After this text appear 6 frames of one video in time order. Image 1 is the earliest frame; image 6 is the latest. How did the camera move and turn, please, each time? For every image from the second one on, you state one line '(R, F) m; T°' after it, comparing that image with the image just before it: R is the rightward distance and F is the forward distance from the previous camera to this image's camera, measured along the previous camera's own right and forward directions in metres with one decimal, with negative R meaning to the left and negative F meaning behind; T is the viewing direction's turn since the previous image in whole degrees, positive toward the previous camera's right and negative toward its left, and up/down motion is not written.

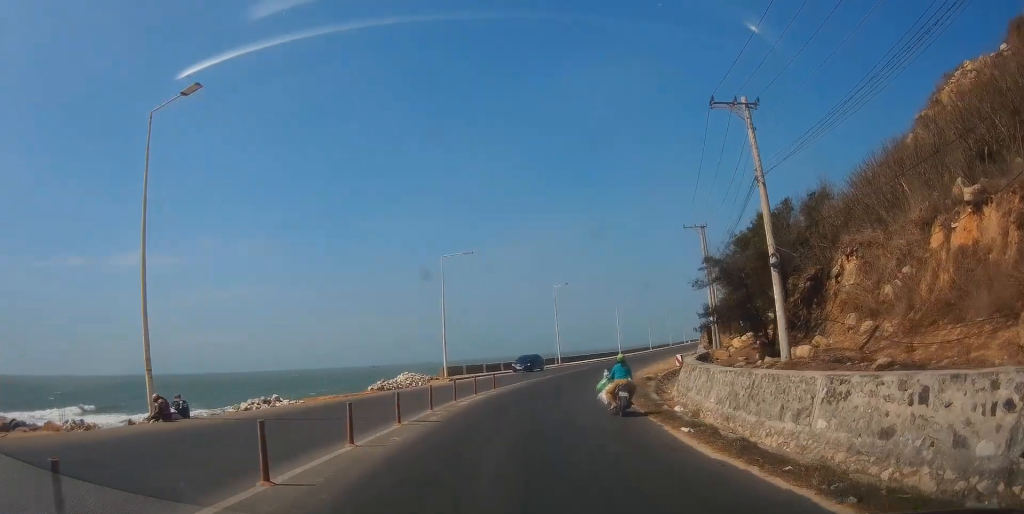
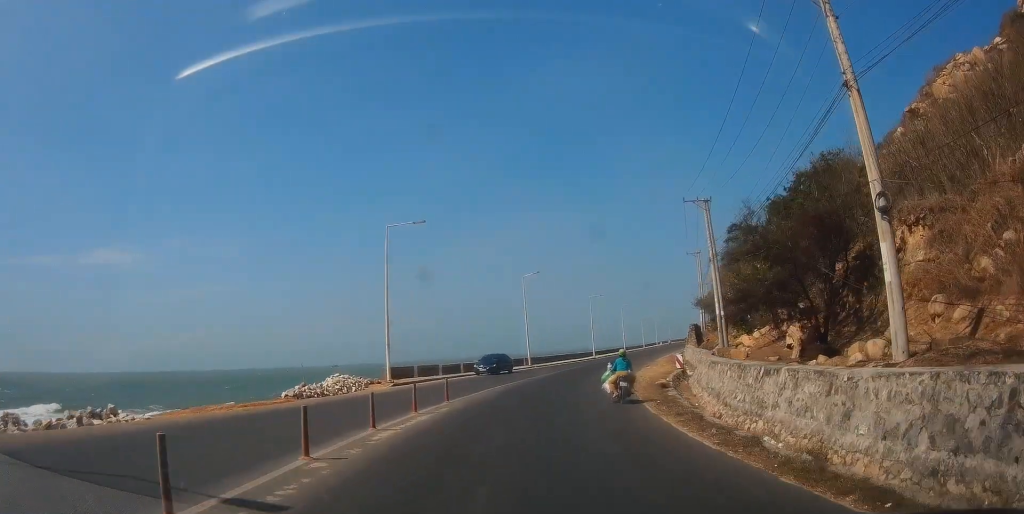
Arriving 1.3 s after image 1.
(-0.2, +10.4) m; 0°
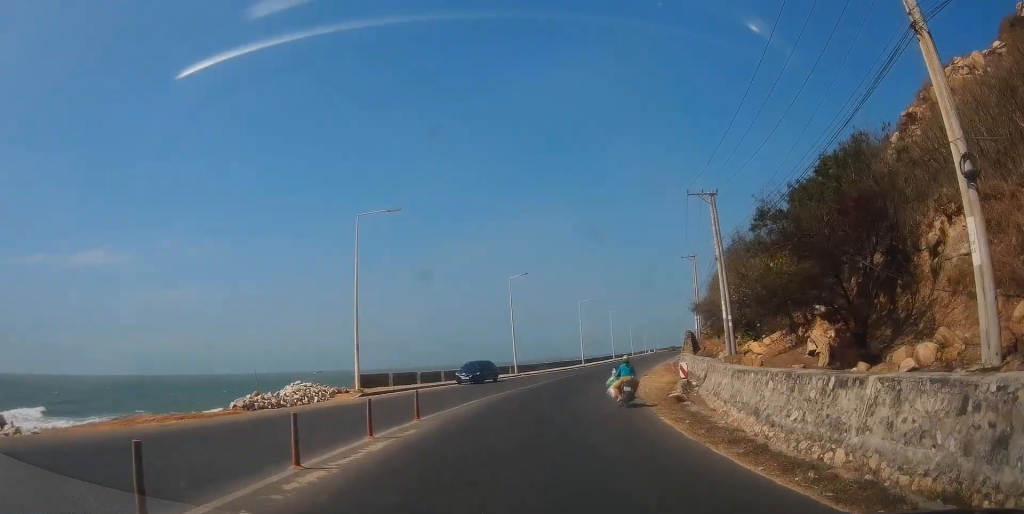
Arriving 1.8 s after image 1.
(+0.1, +4.3) m; +1°
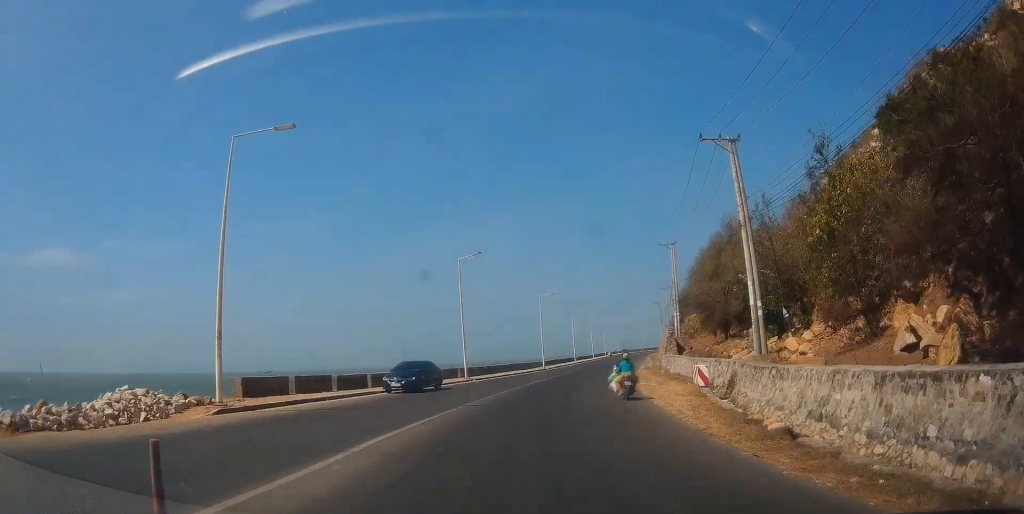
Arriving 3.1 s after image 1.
(+0.3, +10.9) m; +9°
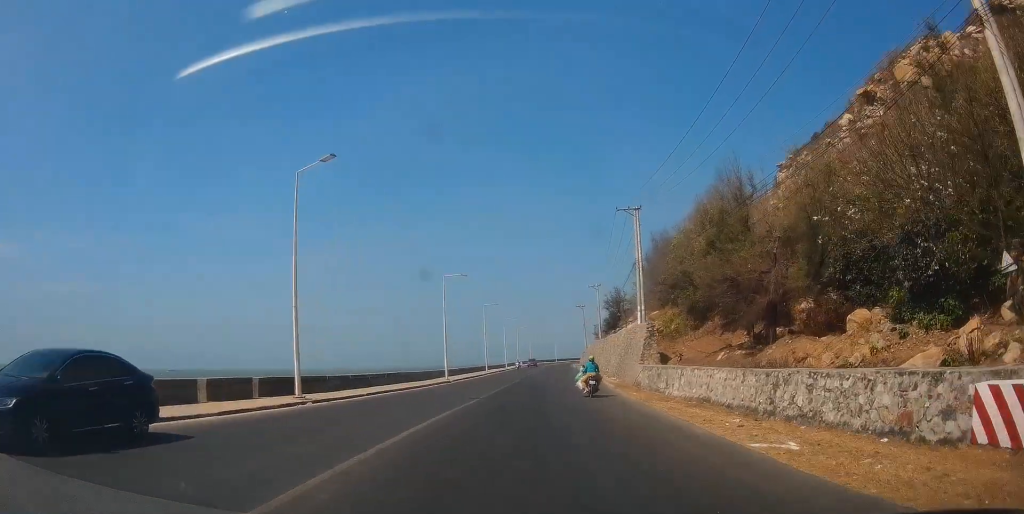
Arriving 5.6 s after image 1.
(+2.1, +21.6) m; +7°
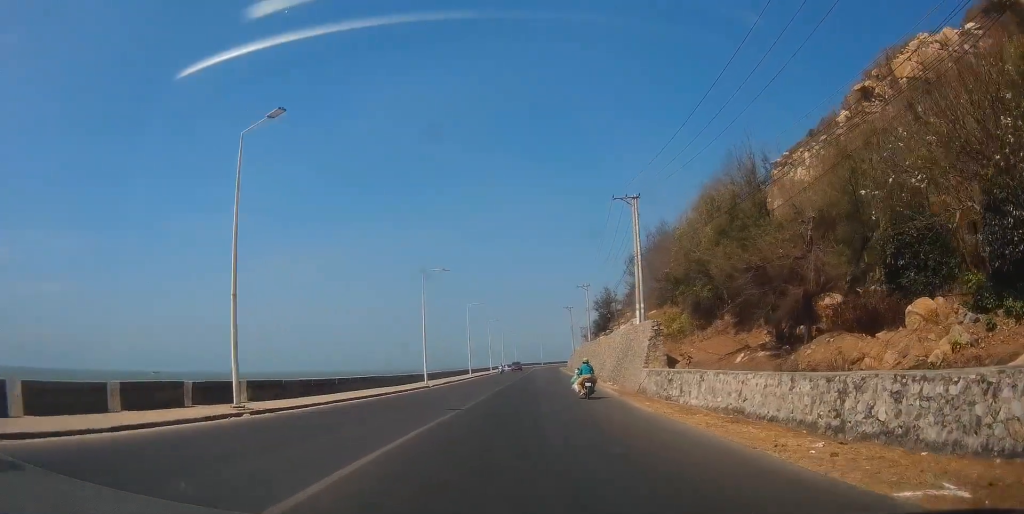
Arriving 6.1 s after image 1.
(+0.1, +4.6) m; +2°
